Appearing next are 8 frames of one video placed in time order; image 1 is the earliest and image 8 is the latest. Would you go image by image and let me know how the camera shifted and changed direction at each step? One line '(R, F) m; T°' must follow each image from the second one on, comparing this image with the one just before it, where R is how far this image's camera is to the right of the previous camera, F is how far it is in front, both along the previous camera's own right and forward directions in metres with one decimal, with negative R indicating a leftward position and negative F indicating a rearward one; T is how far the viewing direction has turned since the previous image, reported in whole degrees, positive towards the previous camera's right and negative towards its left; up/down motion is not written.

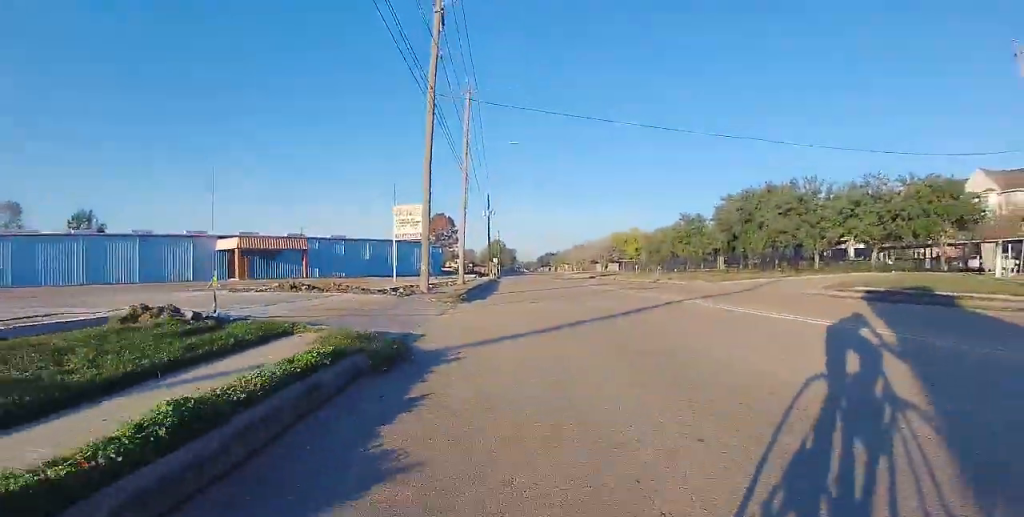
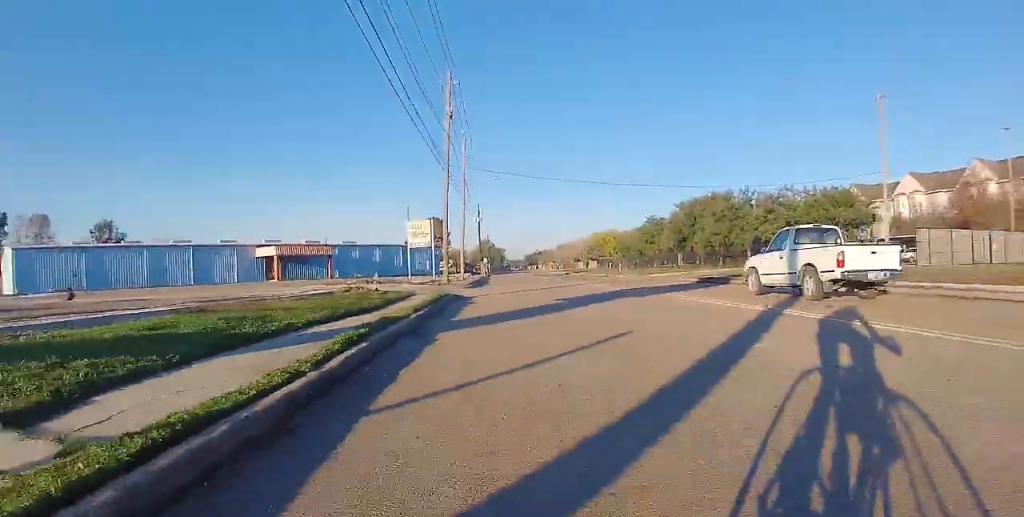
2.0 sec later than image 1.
(+0.5, +12.6) m; +2°
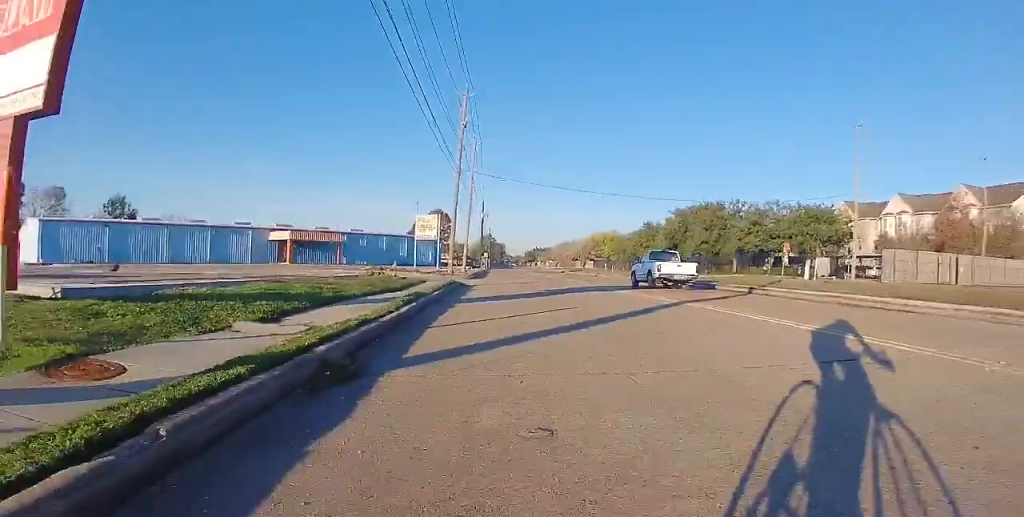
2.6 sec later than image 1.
(0.0, +4.0) m; 0°
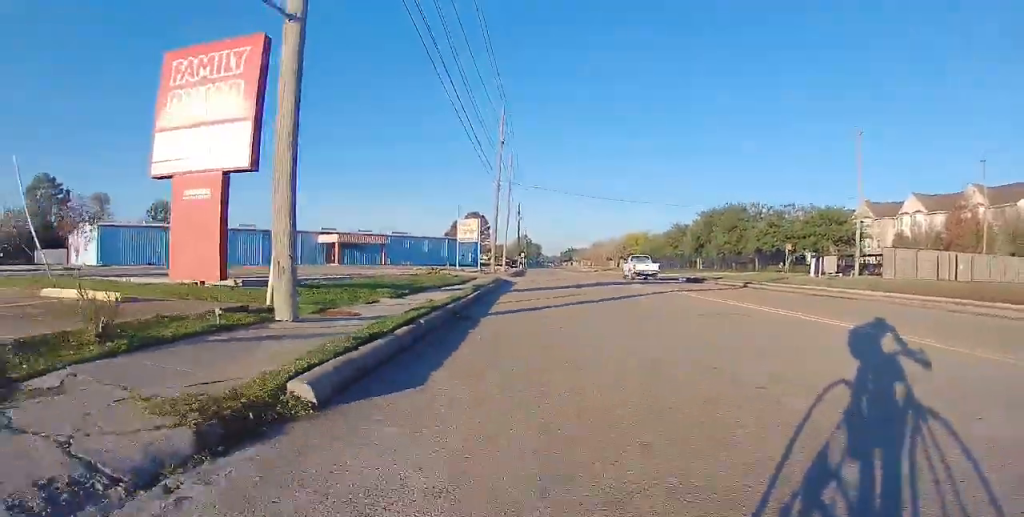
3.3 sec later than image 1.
(0.0, +4.5) m; 0°
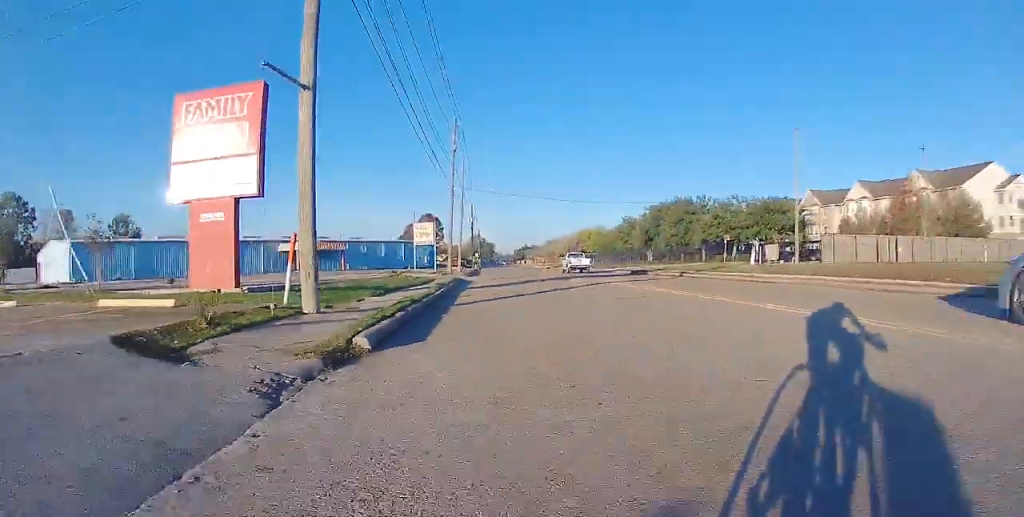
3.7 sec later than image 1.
(0.0, +2.6) m; 0°
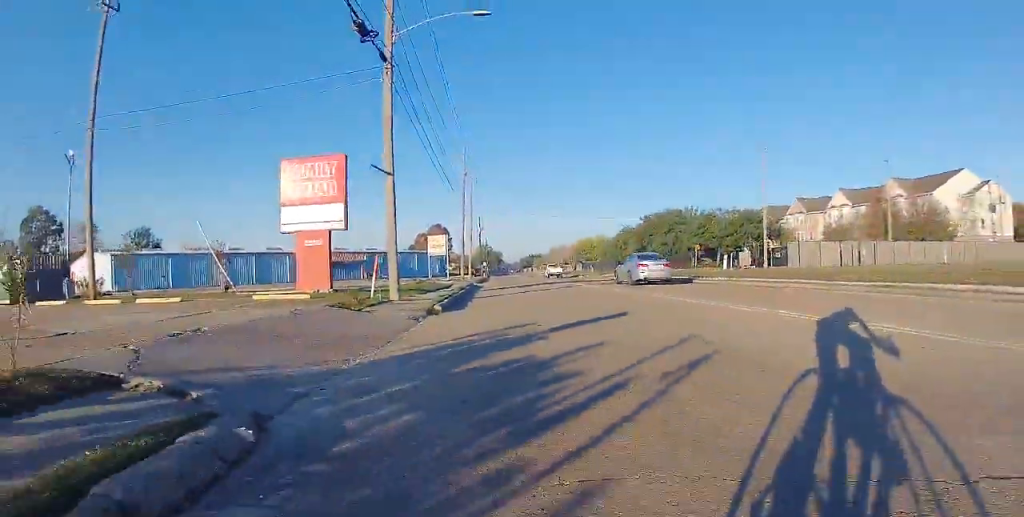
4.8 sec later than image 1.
(0.0, +7.4) m; 0°
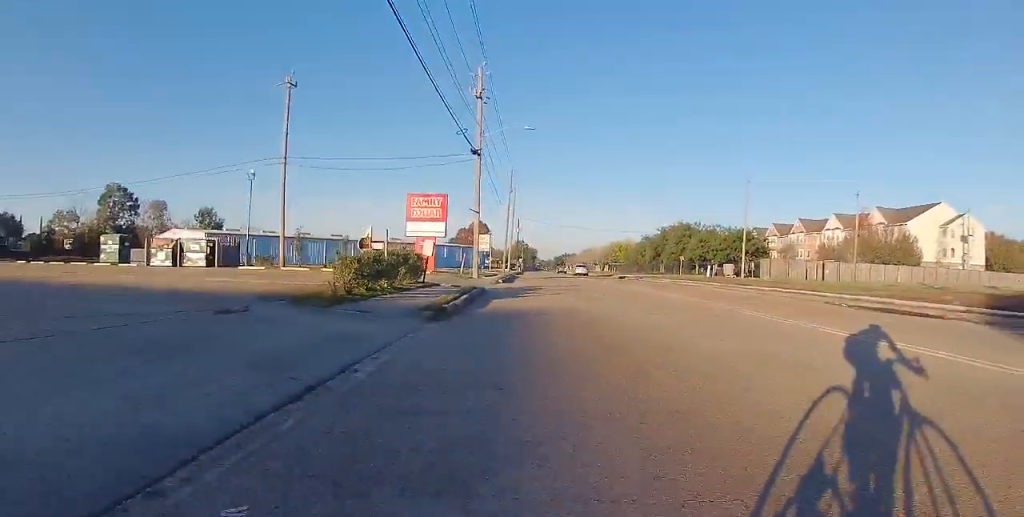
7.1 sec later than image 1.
(0.0, +15.1) m; 0°
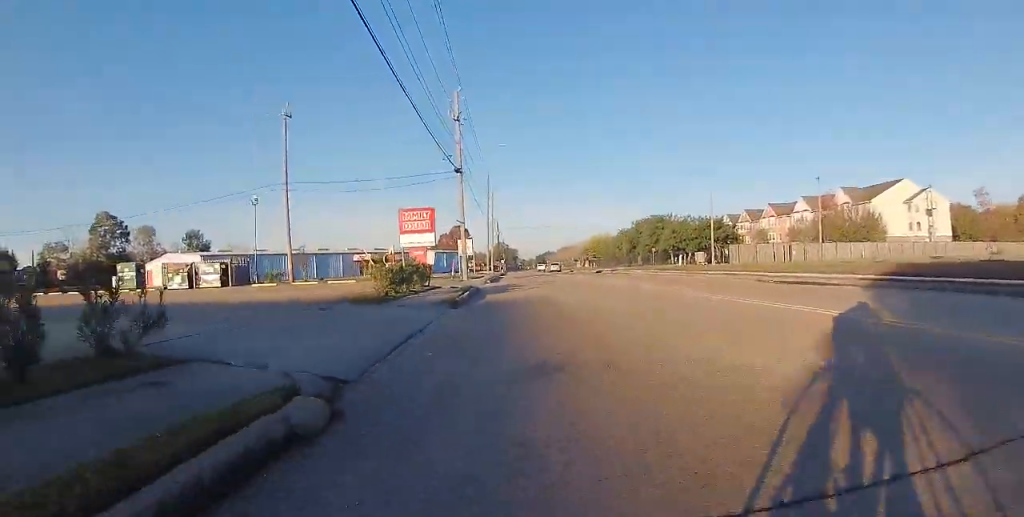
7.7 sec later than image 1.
(0.0, +4.3) m; 0°
